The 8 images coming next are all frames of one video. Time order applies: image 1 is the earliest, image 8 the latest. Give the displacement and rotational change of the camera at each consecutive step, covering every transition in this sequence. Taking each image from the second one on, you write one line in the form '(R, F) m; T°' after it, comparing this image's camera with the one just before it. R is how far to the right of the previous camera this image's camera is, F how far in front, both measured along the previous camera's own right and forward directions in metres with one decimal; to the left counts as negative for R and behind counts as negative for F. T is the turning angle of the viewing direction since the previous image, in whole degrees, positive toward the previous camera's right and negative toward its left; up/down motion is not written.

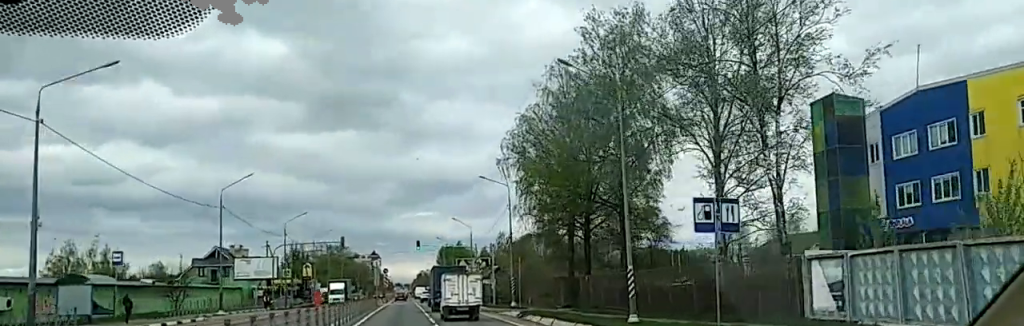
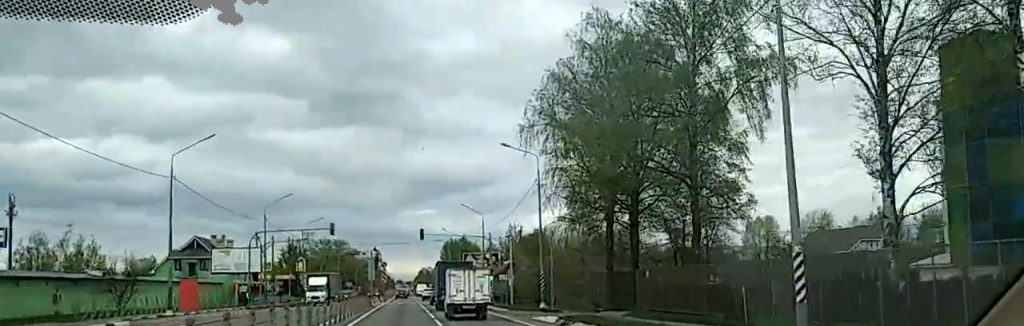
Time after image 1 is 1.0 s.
(0.0, +13.8) m; 0°
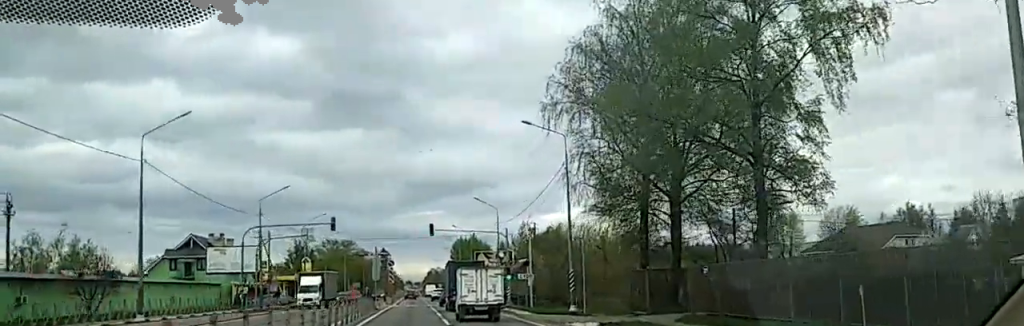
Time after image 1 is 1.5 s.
(0.0, +7.1) m; 0°
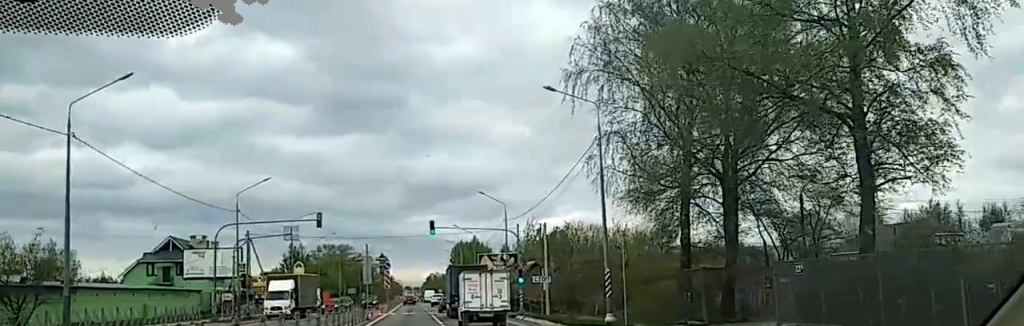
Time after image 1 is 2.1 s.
(0.0, +8.2) m; 0°
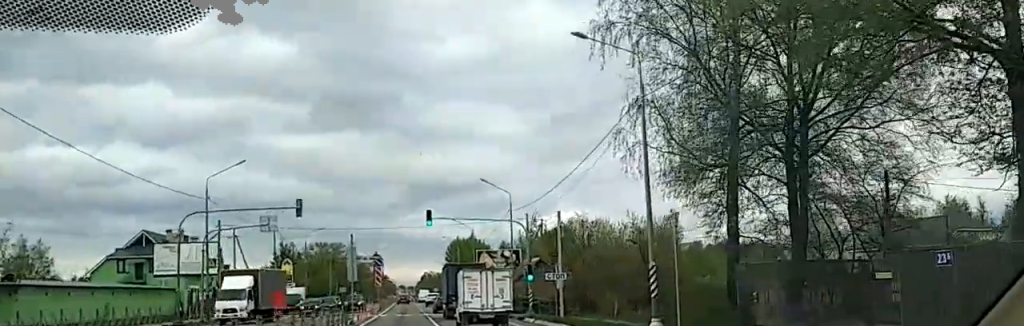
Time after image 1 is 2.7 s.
(-0.1, +7.6) m; 0°
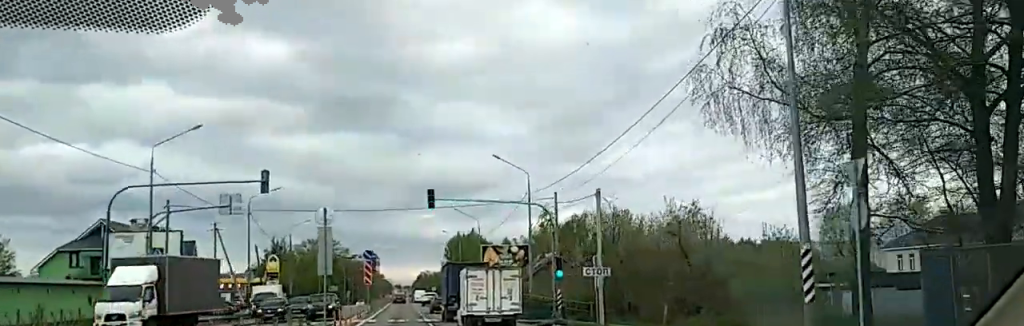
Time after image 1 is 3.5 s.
(+0.1, +10.7) m; 0°
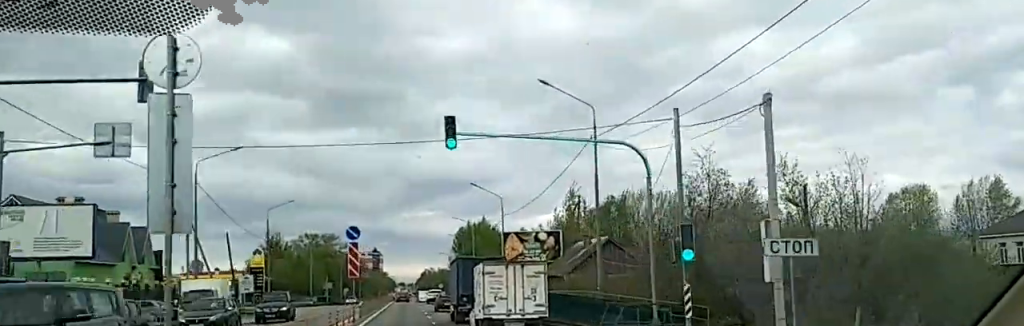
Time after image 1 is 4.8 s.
(-0.1, +18.0) m; 0°
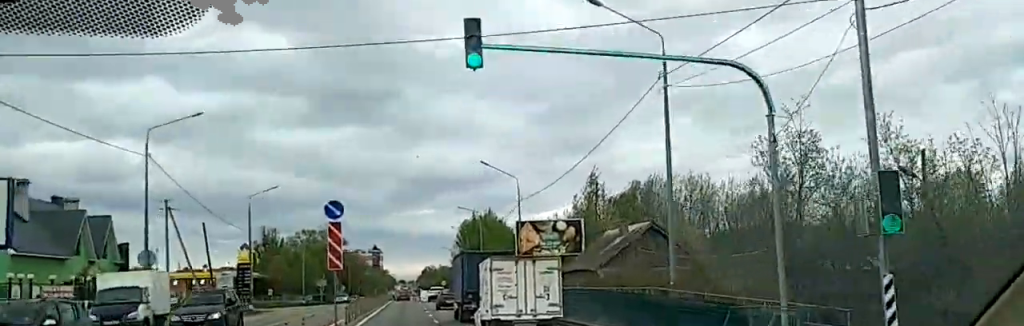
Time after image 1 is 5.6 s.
(+0.1, +9.5) m; -1°
